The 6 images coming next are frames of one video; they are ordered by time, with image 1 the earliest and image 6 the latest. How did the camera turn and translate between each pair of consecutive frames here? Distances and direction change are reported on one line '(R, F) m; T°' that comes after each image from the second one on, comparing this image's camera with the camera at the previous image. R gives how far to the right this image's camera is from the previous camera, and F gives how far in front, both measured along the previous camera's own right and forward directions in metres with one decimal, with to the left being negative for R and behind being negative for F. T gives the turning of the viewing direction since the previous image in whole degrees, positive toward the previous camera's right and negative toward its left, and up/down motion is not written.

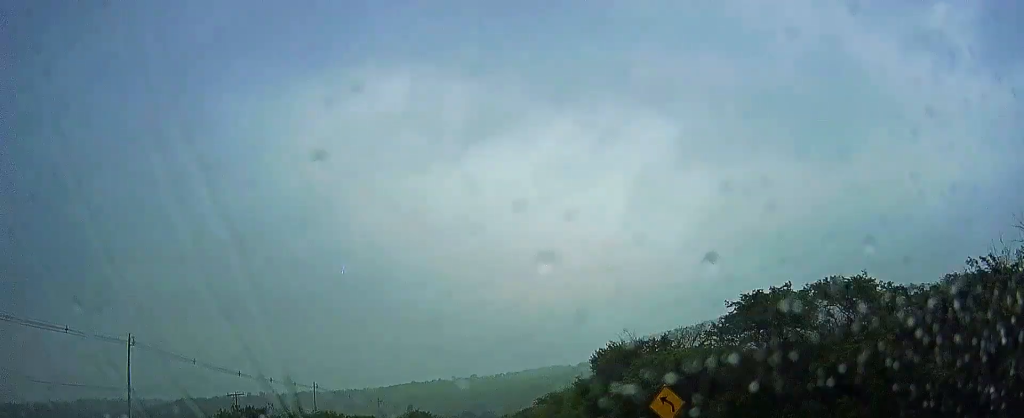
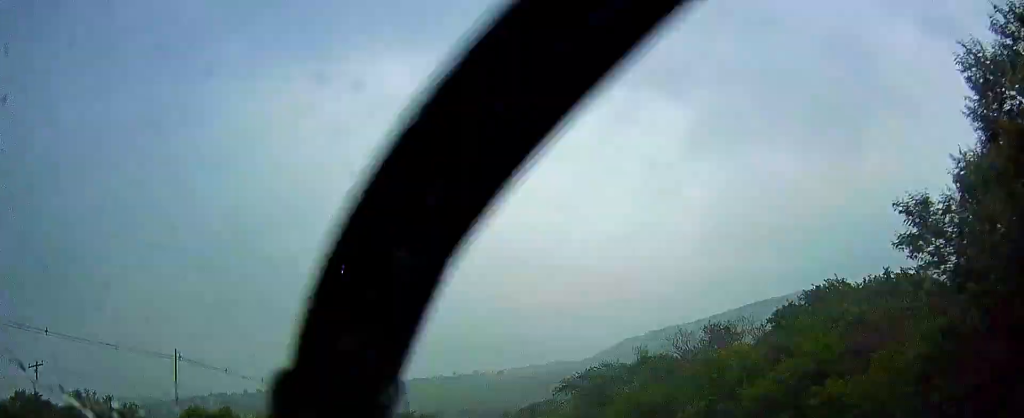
(-0.2, +33.6) m; 0°
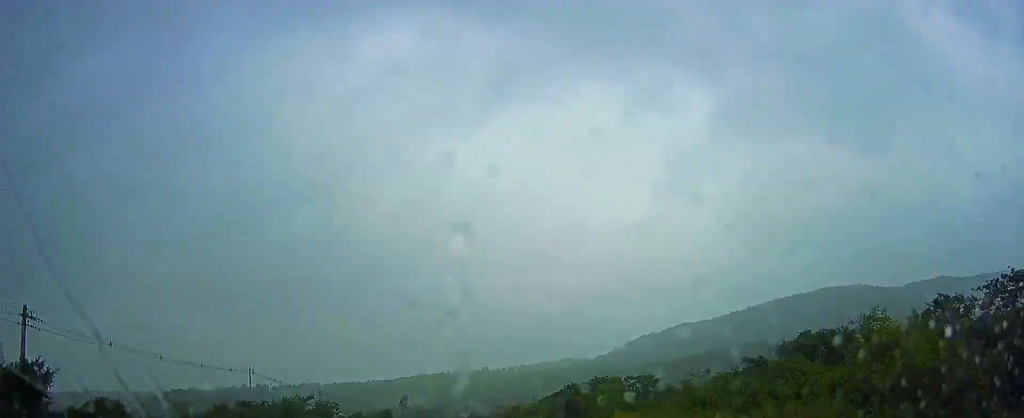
(+0.1, +57.2) m; 0°
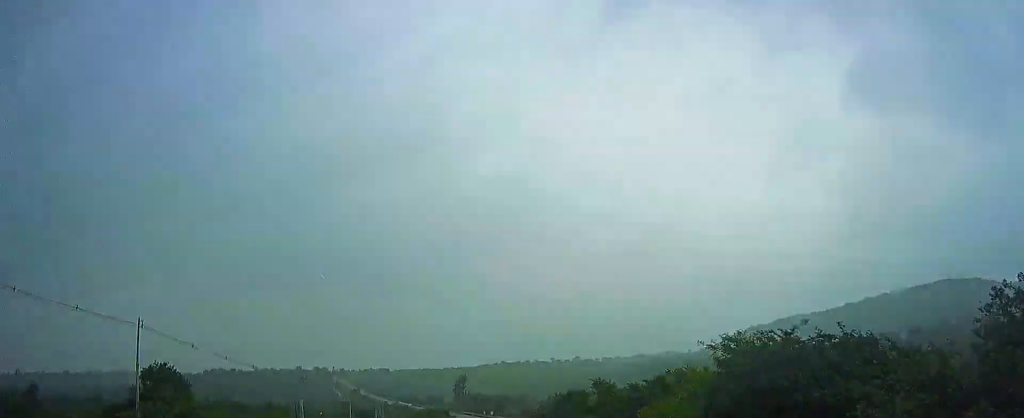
(-5.5, +144.2) m; -5°
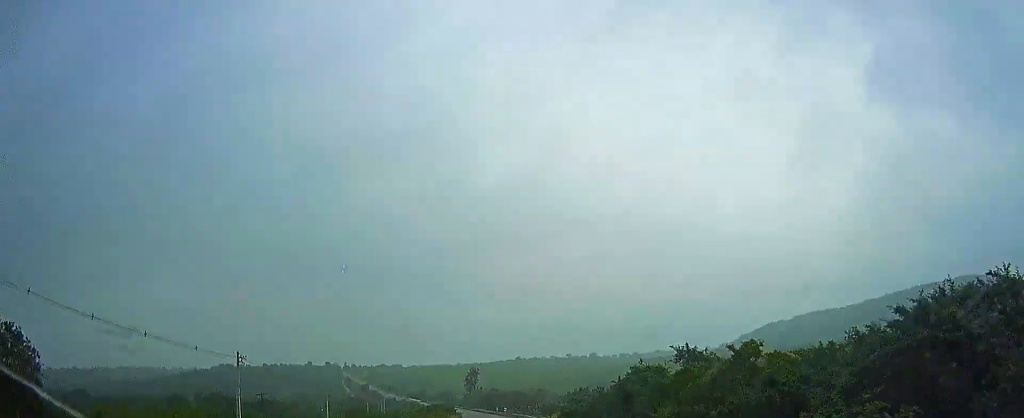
(-0.3, +23.9) m; -1°
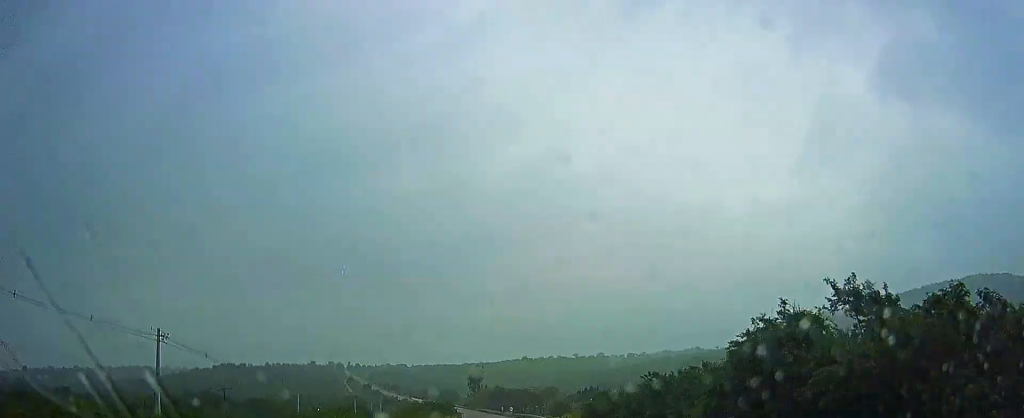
(-0.2, +16.0) m; -1°
